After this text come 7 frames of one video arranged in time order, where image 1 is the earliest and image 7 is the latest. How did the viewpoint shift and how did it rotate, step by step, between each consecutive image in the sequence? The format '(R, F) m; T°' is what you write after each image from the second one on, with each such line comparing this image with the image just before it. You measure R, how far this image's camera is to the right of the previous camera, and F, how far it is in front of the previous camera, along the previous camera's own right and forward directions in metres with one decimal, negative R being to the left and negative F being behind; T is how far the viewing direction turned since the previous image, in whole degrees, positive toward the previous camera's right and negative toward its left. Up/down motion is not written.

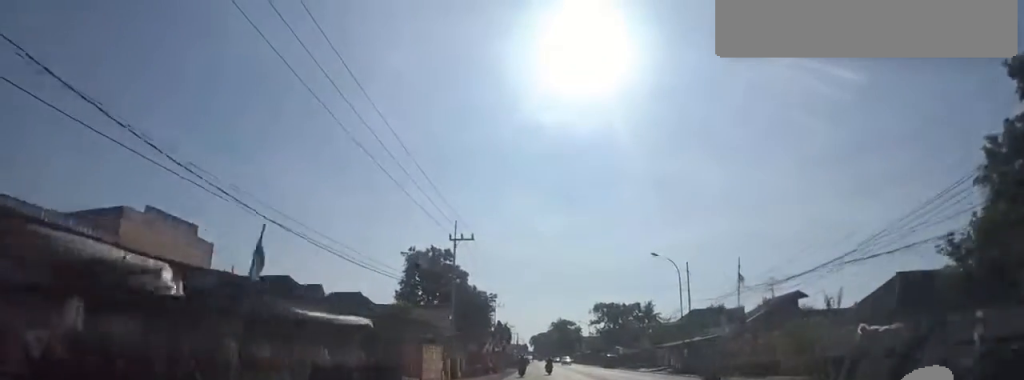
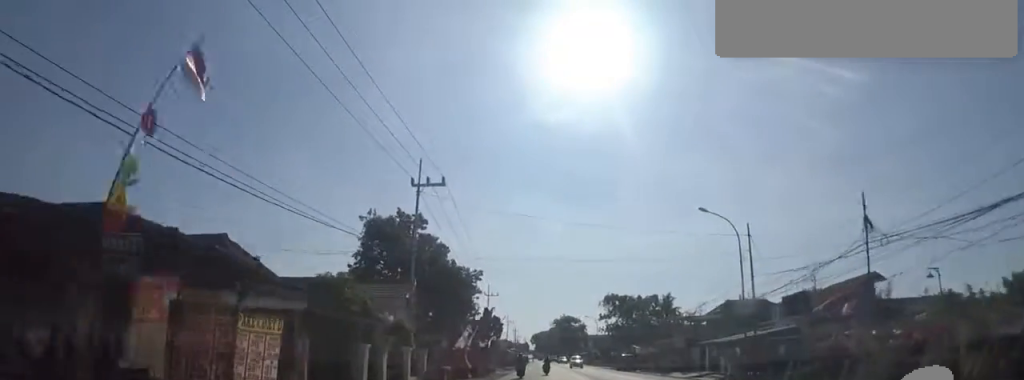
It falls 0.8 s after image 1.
(-0.1, +11.7) m; 0°
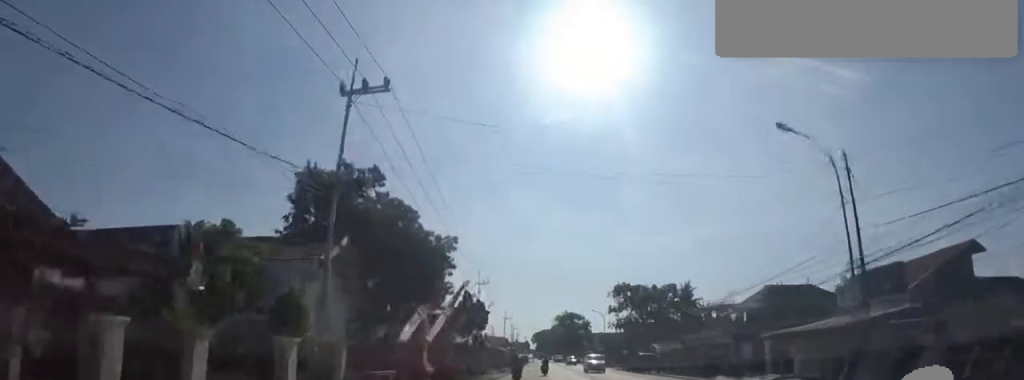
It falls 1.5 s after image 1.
(+0.2, +9.7) m; +1°
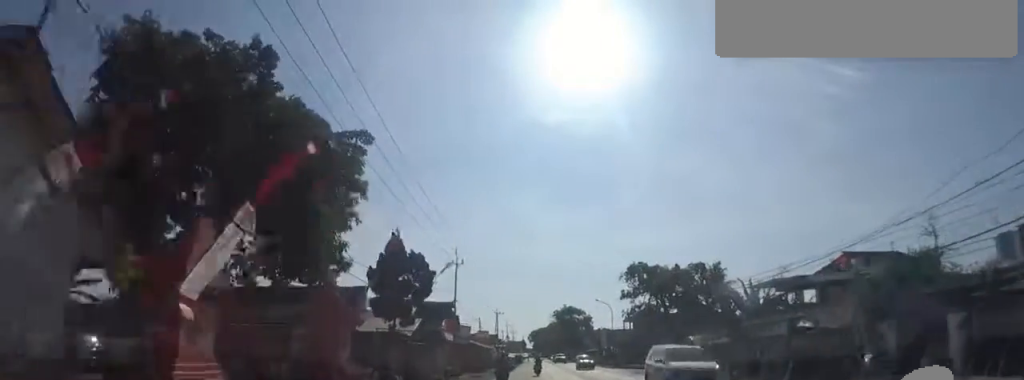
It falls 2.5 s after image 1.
(0.0, +13.0) m; -1°
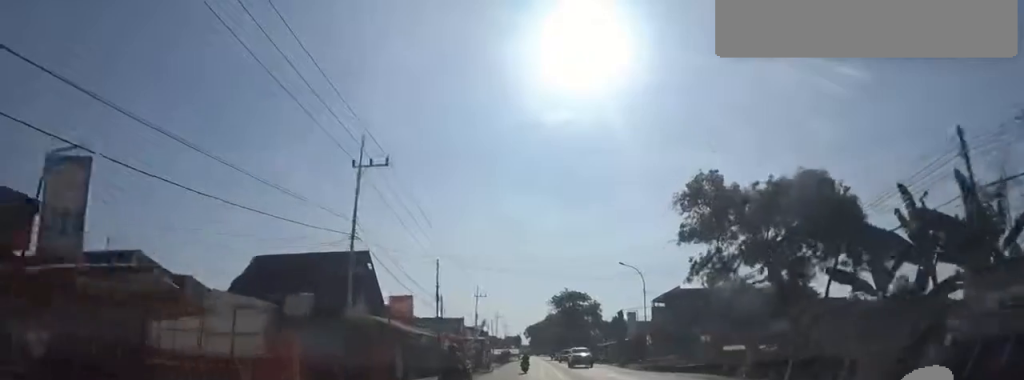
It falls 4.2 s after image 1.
(-0.5, +24.3) m; -1°
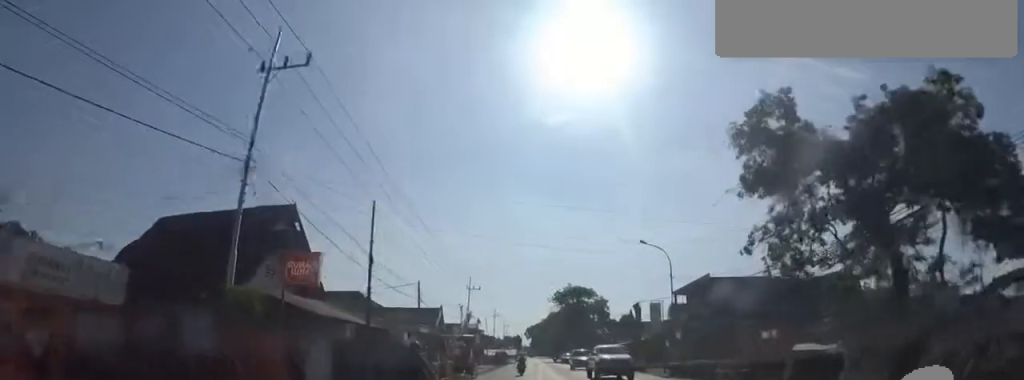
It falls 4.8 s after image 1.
(0.0, +9.1) m; 0°
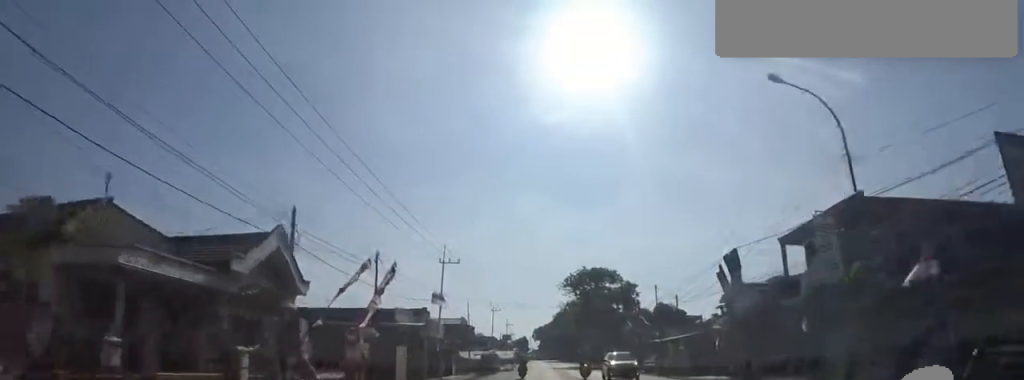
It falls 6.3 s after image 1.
(-1.4, +21.0) m; -5°
